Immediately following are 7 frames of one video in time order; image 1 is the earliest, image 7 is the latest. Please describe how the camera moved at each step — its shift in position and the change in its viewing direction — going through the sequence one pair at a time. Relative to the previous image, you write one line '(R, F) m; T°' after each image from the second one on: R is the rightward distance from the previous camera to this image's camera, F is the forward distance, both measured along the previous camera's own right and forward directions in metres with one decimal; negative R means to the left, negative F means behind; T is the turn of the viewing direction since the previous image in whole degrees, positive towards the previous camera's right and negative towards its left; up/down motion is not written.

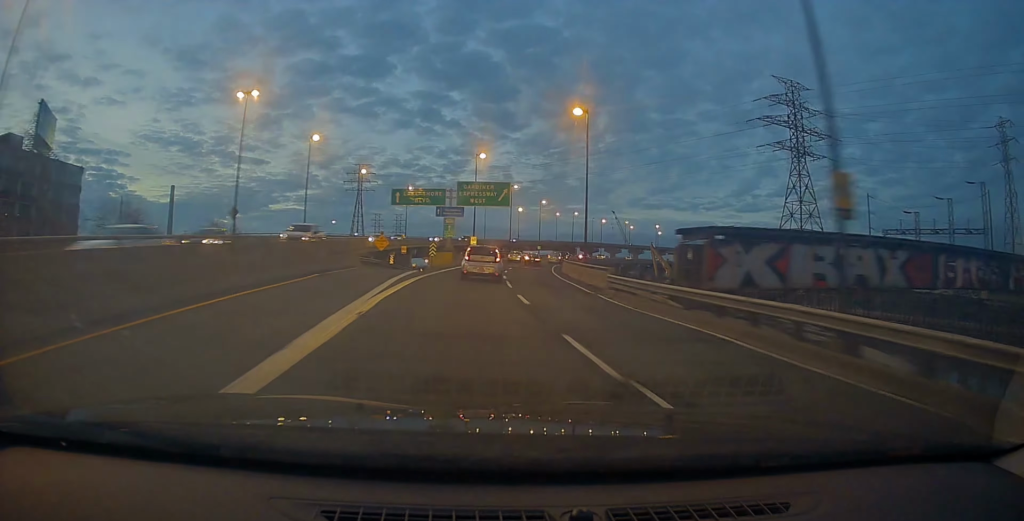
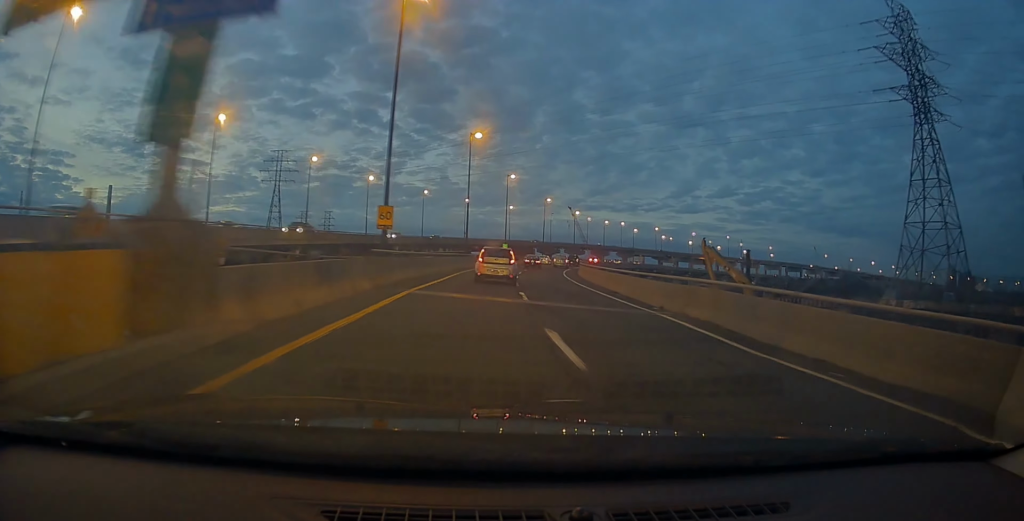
(+1.4, +41.9) m; +4°
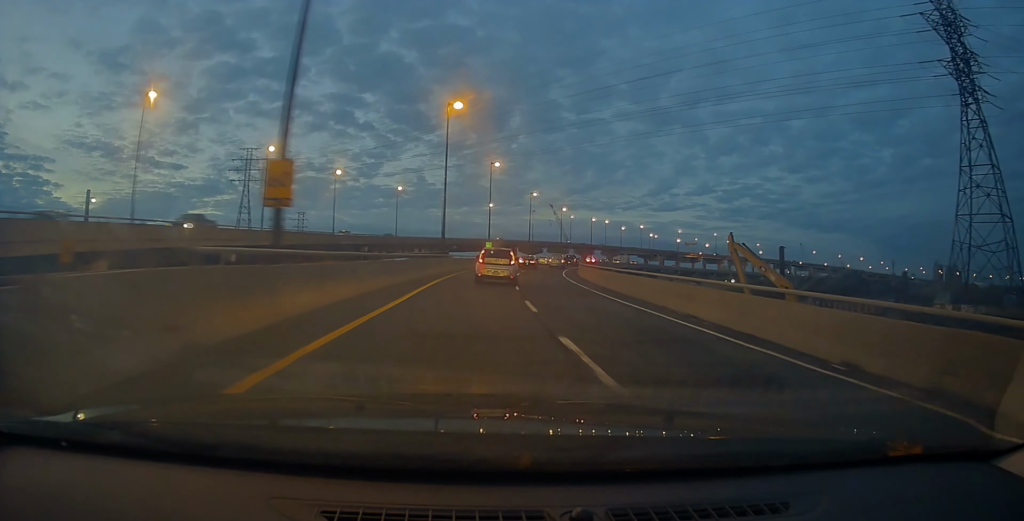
(-0.1, +10.9) m; +1°
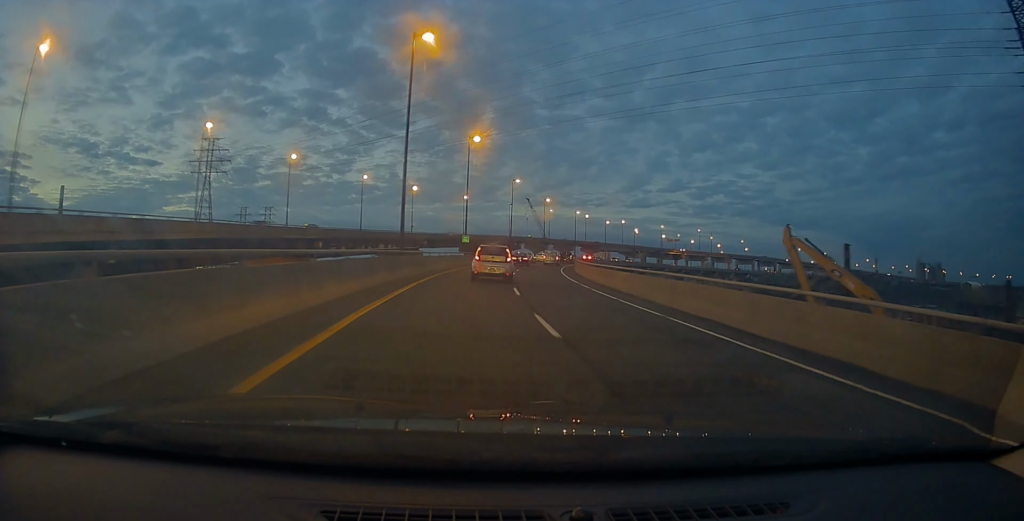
(+0.4, +13.1) m; +3°
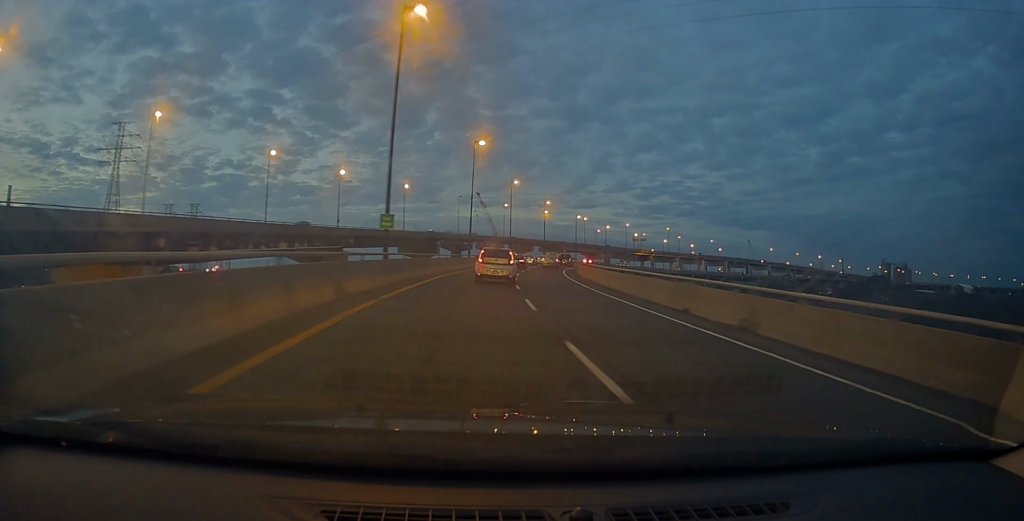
(+2.0, +29.9) m; +8°
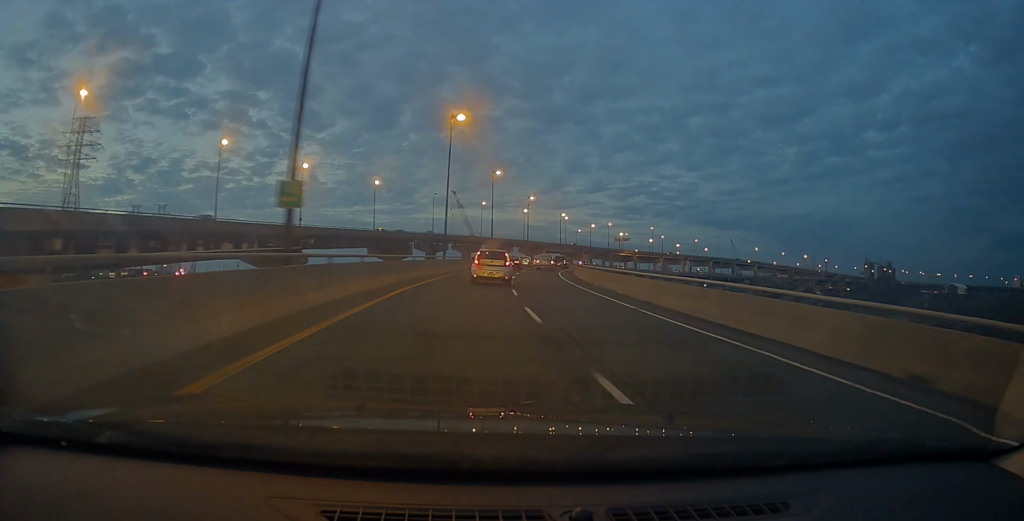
(+0.3, +10.8) m; +3°
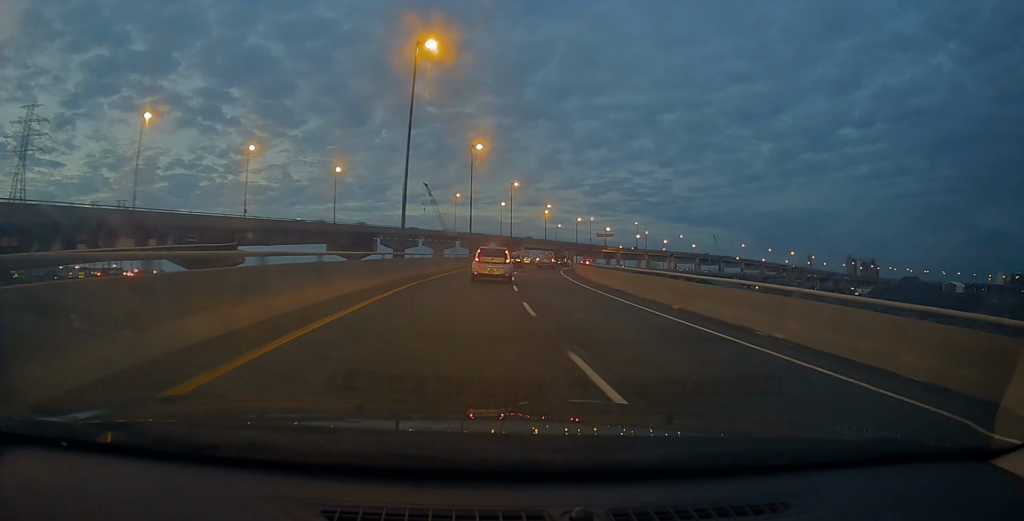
(+0.5, +15.6) m; +3°
